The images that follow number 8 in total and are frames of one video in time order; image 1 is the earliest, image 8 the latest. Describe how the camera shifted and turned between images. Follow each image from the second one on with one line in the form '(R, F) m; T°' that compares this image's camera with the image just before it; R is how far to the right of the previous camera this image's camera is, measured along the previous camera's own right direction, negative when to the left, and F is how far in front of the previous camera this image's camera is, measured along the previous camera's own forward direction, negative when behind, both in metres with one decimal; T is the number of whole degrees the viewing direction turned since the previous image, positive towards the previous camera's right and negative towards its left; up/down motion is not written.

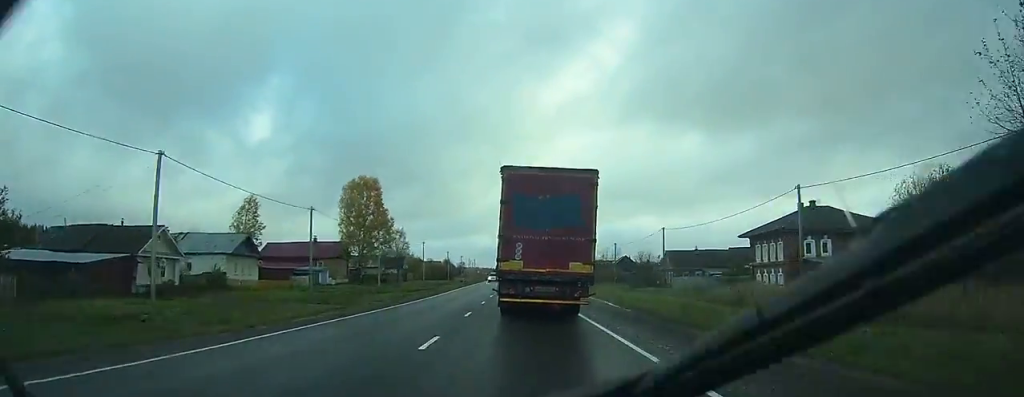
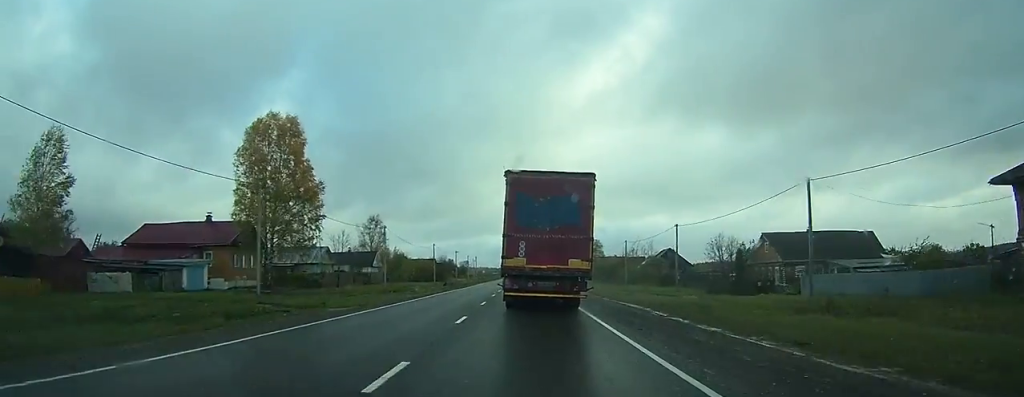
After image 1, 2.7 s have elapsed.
(-0.1, +34.4) m; 0°
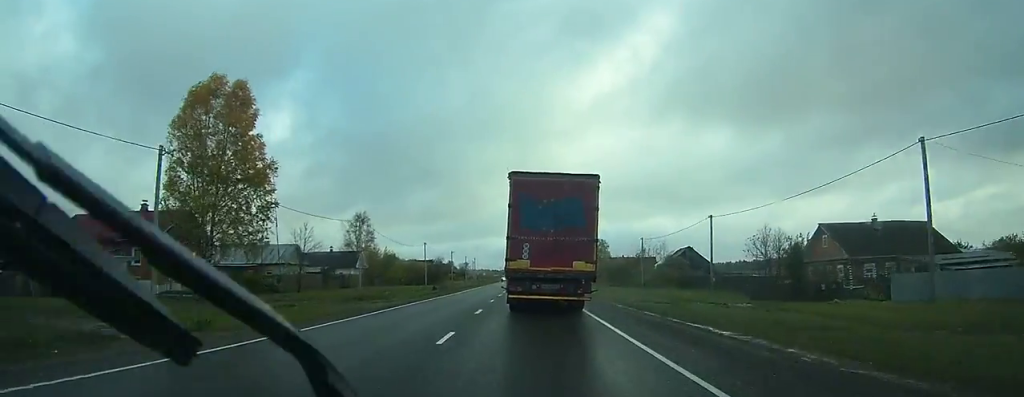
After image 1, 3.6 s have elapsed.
(0.0, +10.8) m; 0°
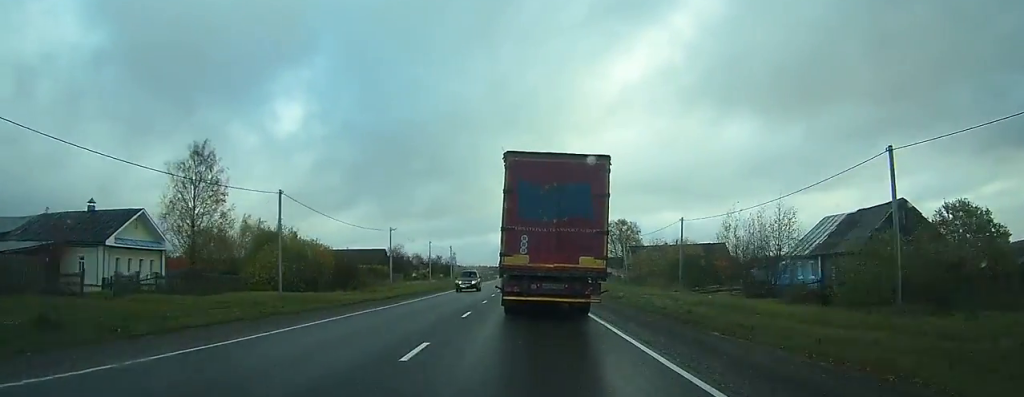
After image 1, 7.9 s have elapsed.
(+0.1, +58.3) m; 0°
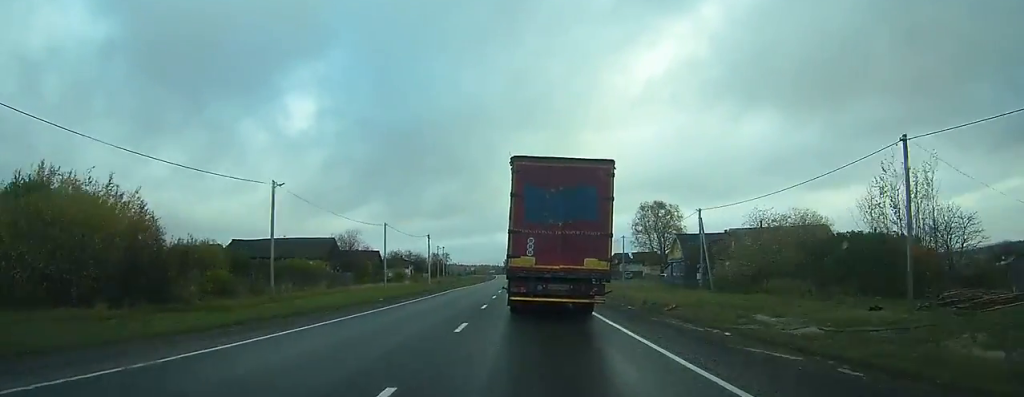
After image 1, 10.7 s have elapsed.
(-0.3, +37.3) m; 0°
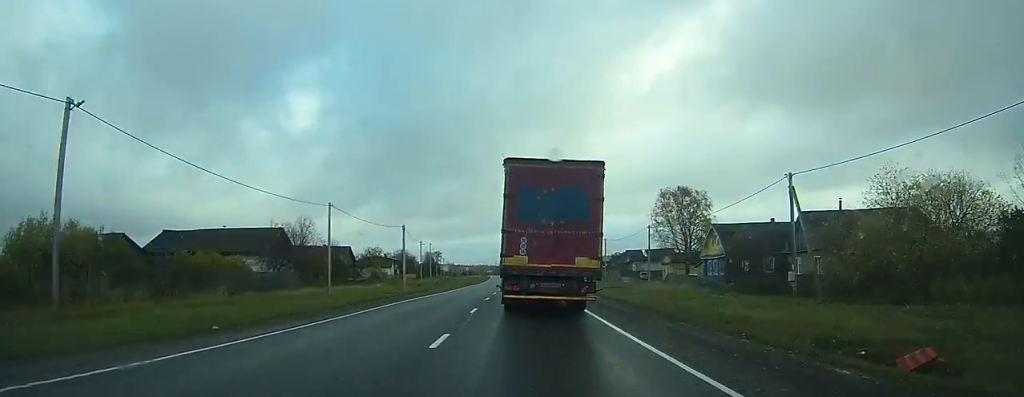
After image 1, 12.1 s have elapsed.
(+0.2, +18.9) m; 0°
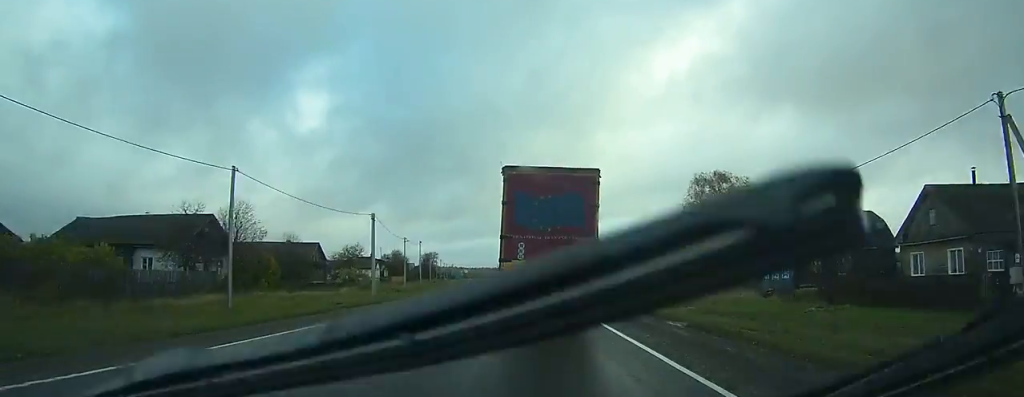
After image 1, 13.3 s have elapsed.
(0.0, +17.1) m; 0°
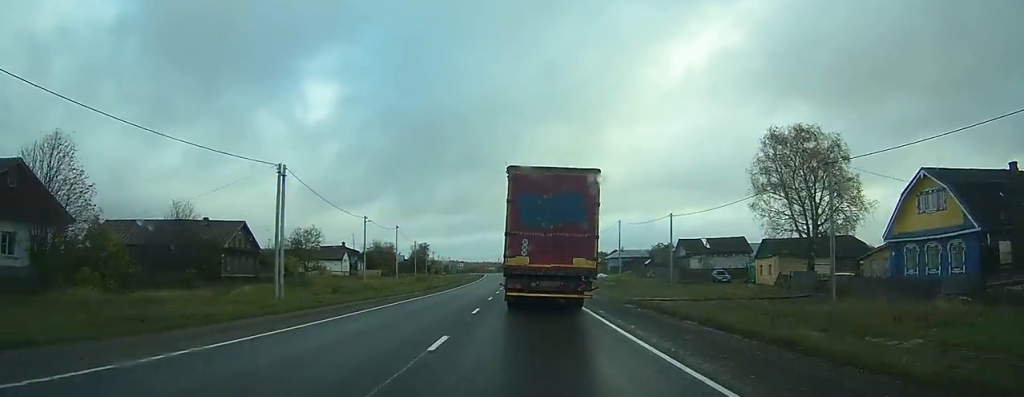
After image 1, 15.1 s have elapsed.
(0.0, +23.4) m; 0°
